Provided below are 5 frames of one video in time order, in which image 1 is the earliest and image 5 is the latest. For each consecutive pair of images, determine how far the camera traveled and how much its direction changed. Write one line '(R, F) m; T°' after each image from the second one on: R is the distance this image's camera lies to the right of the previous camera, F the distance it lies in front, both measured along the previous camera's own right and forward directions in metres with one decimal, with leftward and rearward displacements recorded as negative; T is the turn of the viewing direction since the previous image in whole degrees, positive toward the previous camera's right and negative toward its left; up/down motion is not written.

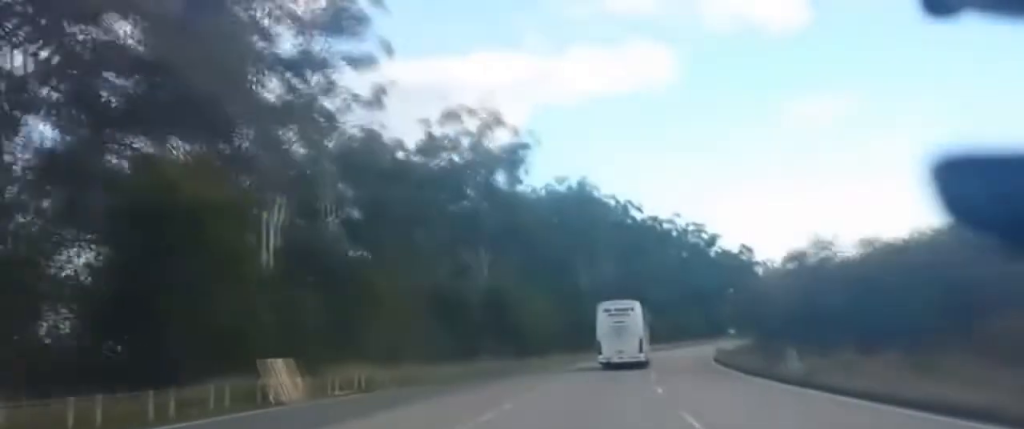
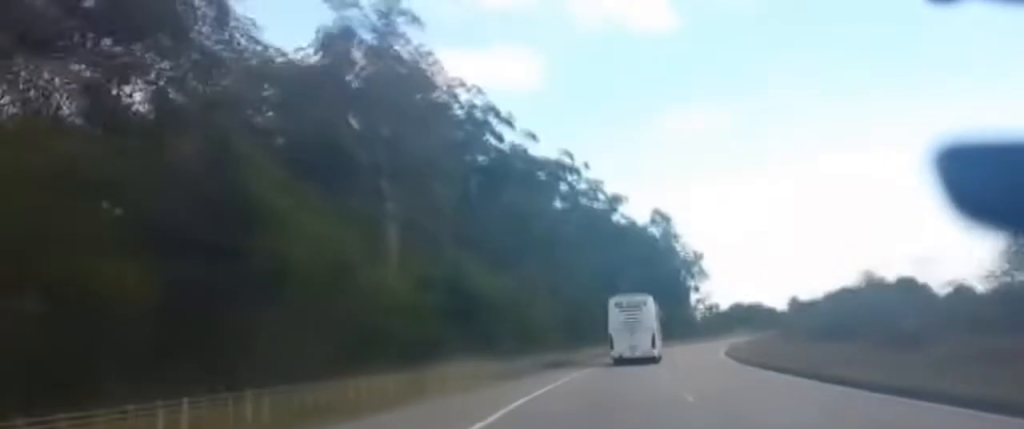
(+3.9, +82.0) m; +6°
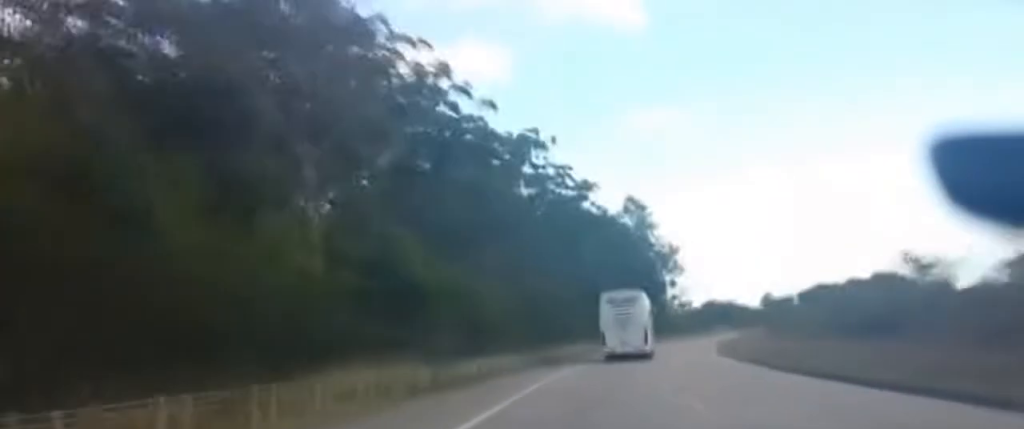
(+0.2, +13.5) m; +1°
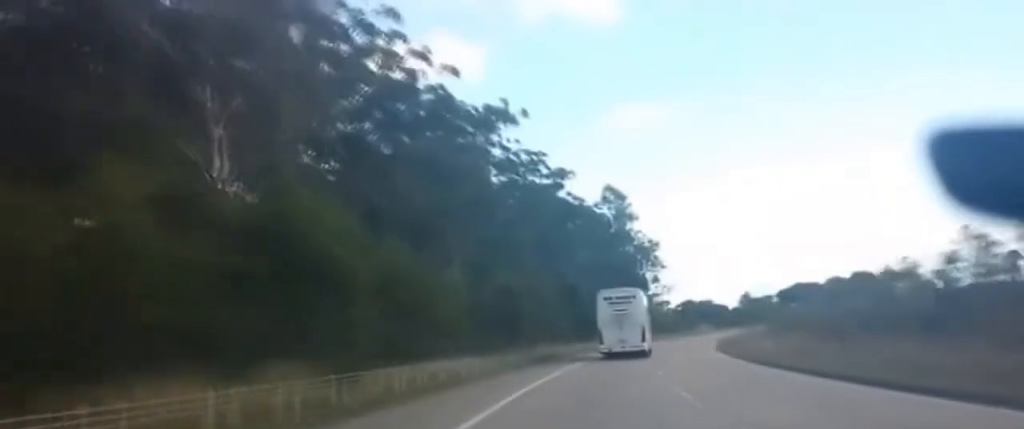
(0.0, +11.7) m; +1°
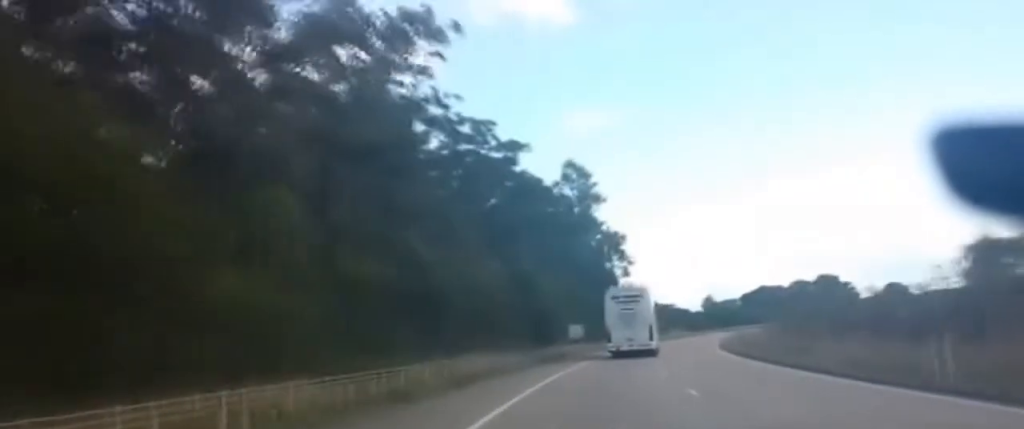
(+0.6, +26.9) m; +2°
